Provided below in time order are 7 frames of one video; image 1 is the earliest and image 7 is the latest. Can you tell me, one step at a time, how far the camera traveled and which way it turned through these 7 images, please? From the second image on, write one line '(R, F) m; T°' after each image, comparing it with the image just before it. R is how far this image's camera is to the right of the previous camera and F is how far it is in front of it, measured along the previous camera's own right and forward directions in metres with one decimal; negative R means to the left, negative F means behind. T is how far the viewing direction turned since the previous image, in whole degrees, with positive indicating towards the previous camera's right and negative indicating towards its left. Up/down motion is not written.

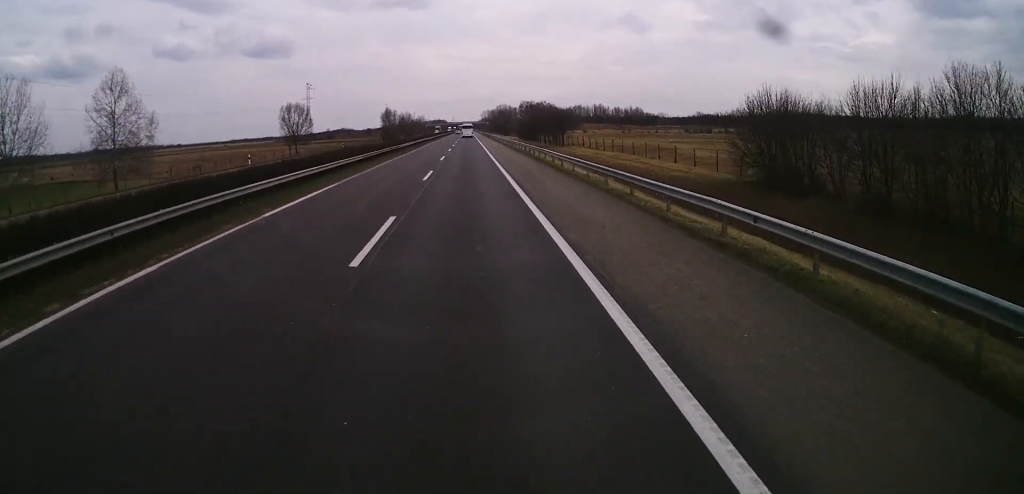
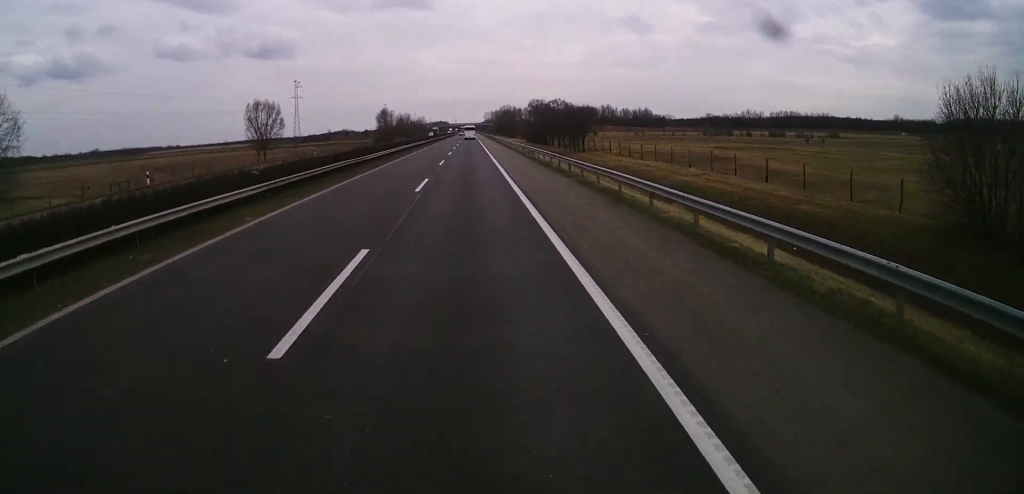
(0.0, +22.4) m; 0°
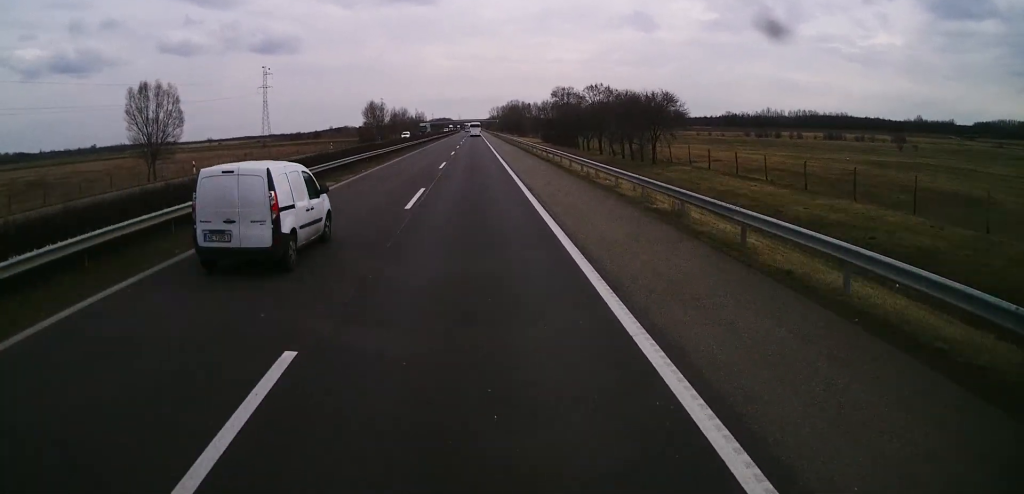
(-0.1, +42.5) m; -1°
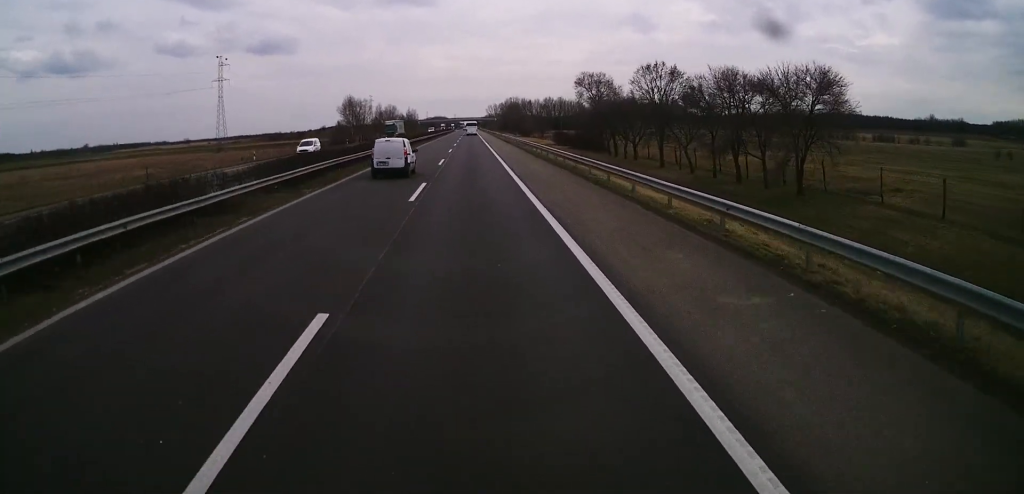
(-0.4, +34.6) m; 0°
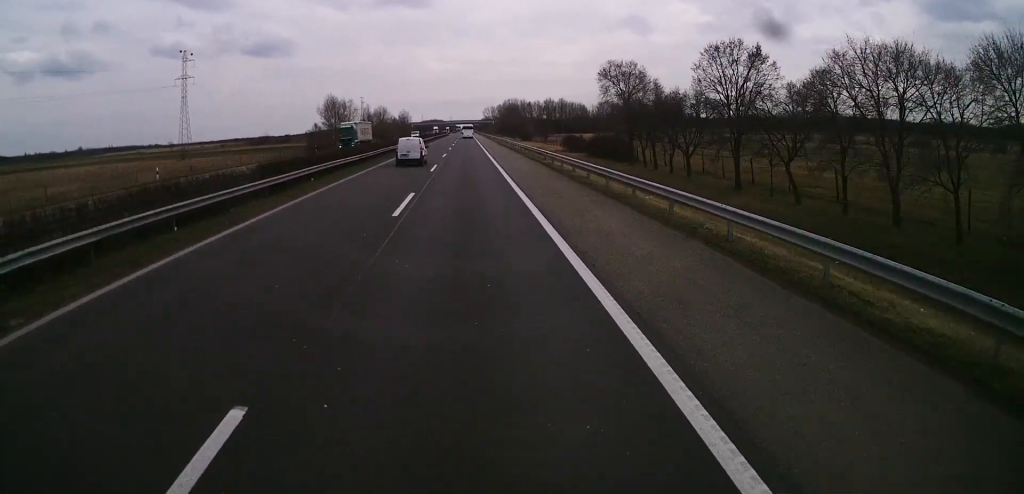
(+0.3, +20.8) m; +1°
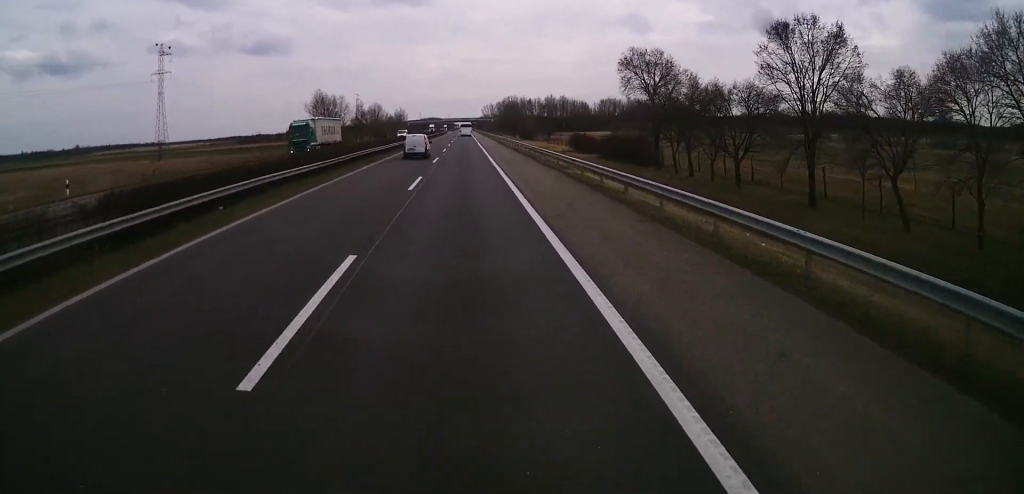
(0.0, +11.5) m; 0°
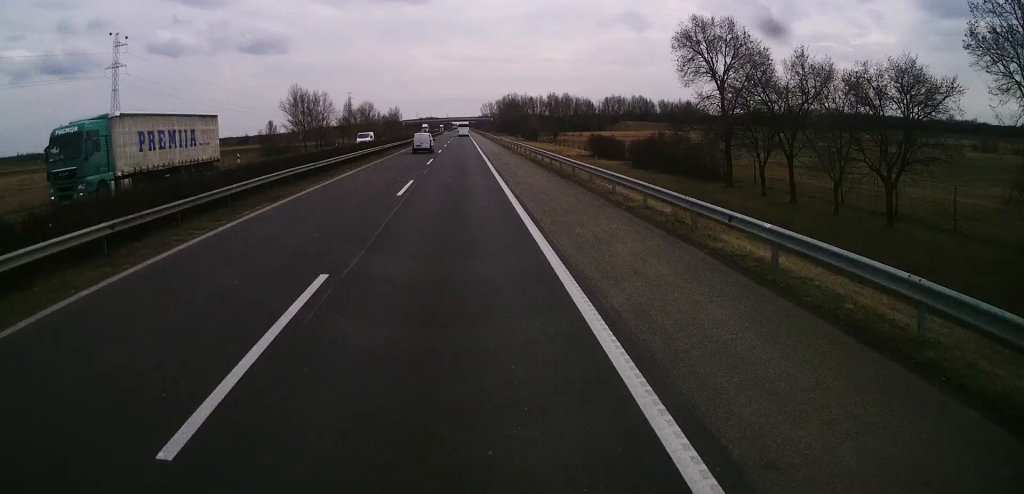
(+0.1, +19.2) m; 0°
